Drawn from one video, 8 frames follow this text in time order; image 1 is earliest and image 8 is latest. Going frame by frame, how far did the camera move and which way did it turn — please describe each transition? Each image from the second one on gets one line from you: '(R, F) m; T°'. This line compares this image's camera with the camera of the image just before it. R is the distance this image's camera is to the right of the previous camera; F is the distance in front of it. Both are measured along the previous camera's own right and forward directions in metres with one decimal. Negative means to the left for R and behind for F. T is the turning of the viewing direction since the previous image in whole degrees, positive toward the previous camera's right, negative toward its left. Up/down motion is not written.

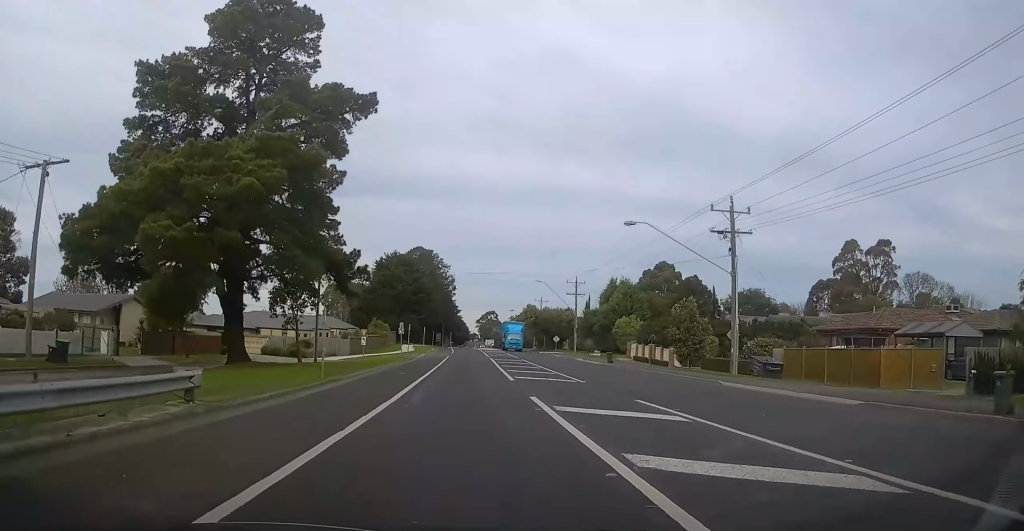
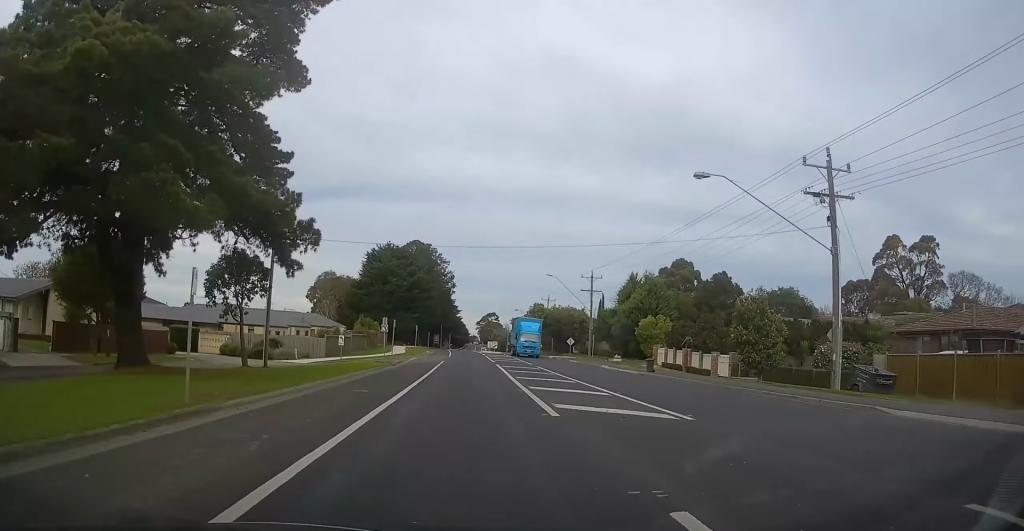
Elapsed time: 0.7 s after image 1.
(0.0, +11.3) m; 0°
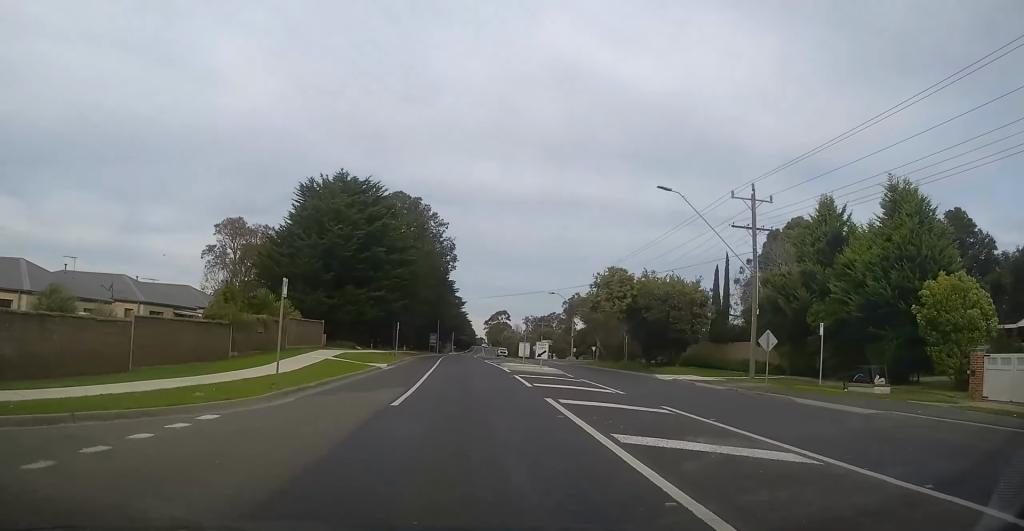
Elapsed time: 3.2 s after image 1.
(-1.4, +44.6) m; -2°
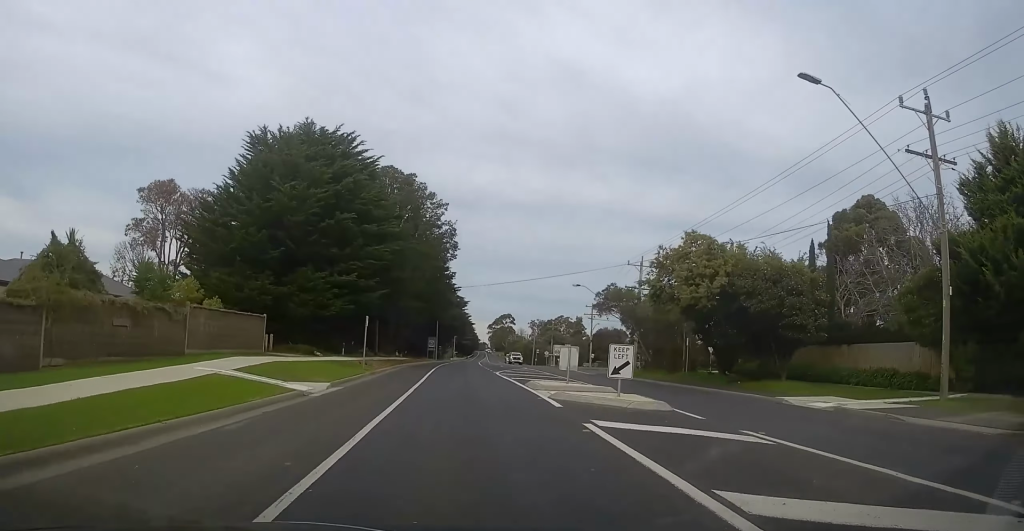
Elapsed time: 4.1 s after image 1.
(+0.3, +15.9) m; +1°
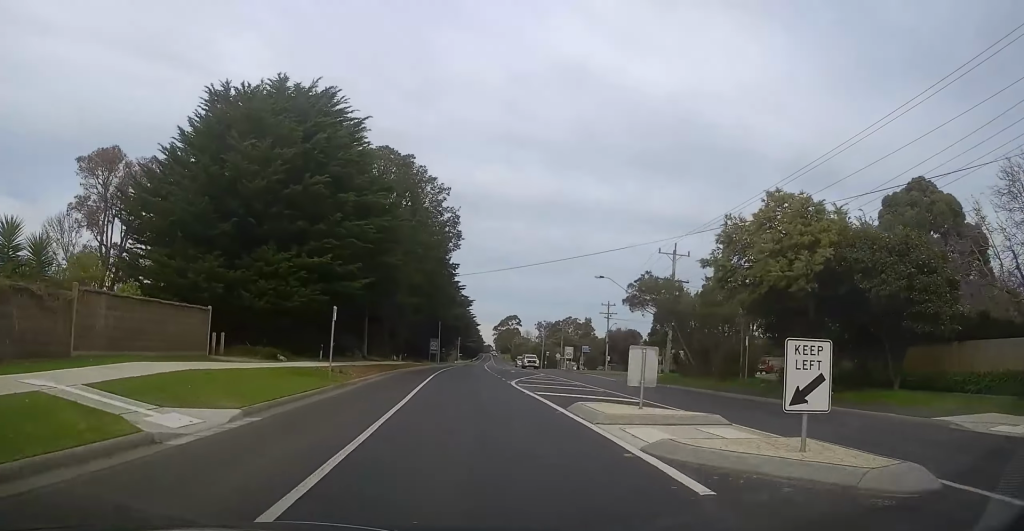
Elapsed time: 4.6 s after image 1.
(+0.1, +8.2) m; 0°
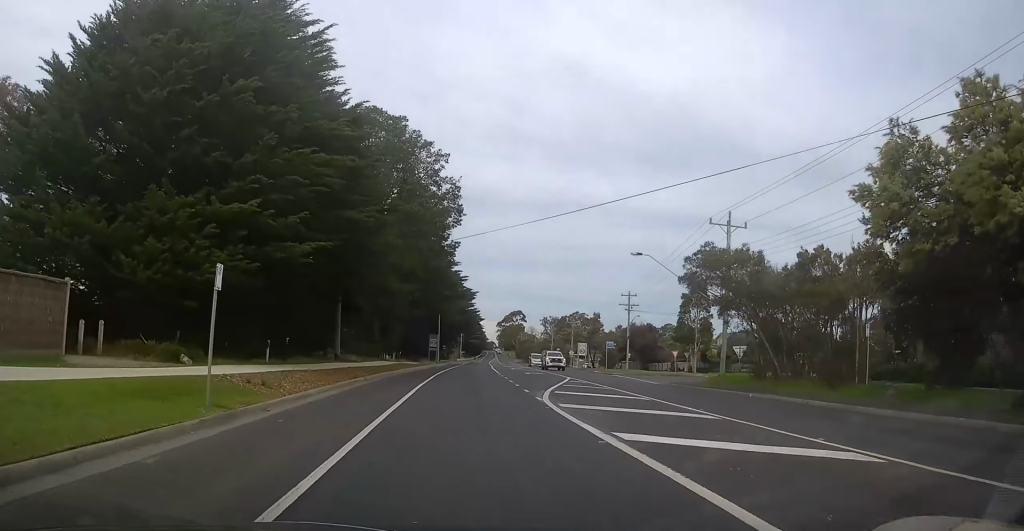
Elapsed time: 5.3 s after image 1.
(-0.1, +11.0) m; -1°
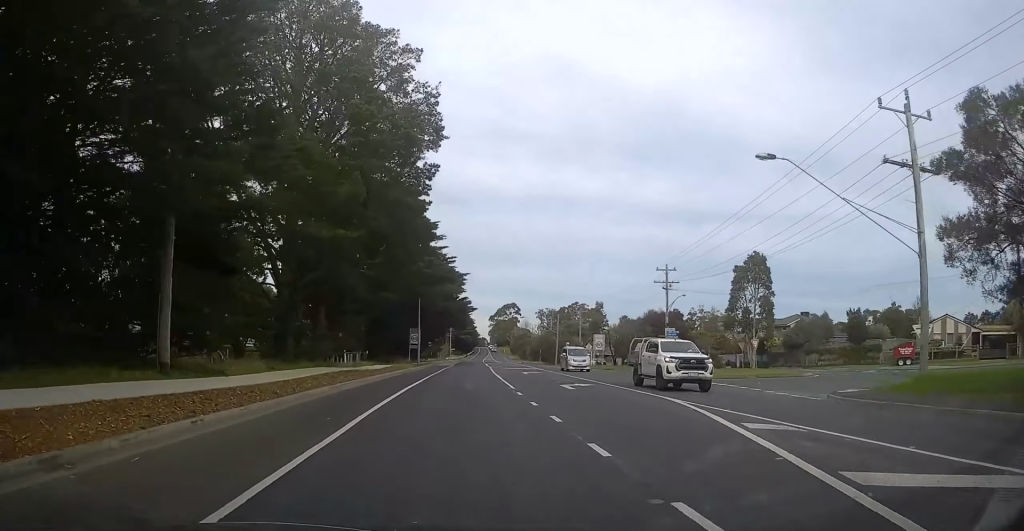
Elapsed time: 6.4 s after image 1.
(-0.5, +20.6) m; -2°
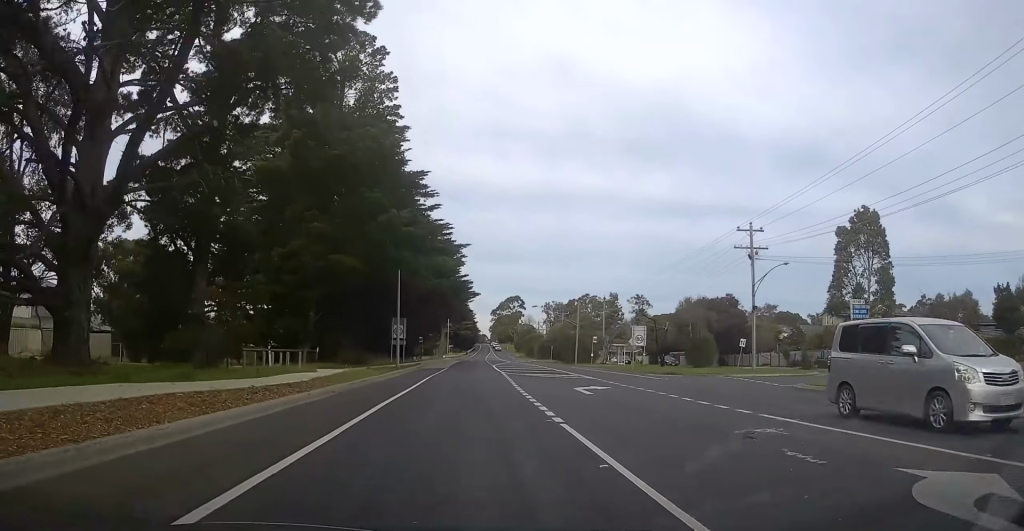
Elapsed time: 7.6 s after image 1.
(-0.1, +20.2) m; +2°
